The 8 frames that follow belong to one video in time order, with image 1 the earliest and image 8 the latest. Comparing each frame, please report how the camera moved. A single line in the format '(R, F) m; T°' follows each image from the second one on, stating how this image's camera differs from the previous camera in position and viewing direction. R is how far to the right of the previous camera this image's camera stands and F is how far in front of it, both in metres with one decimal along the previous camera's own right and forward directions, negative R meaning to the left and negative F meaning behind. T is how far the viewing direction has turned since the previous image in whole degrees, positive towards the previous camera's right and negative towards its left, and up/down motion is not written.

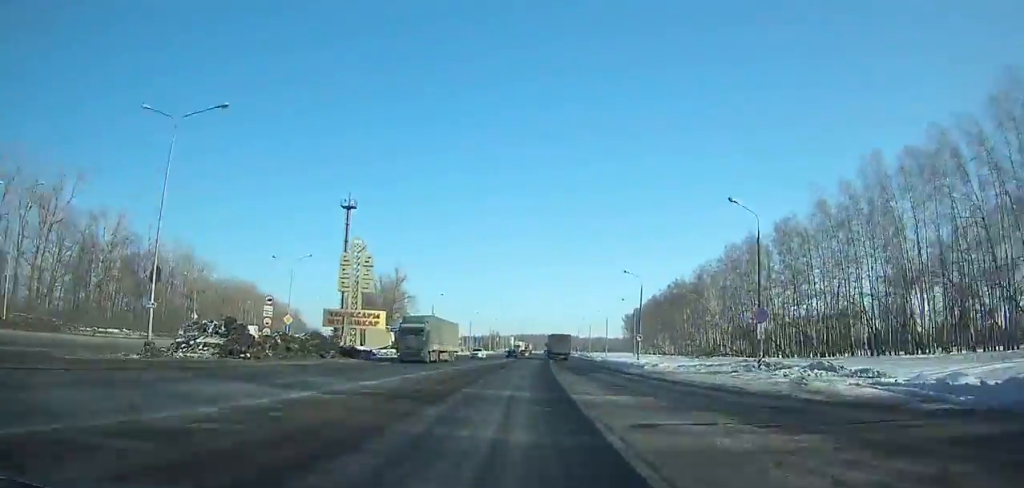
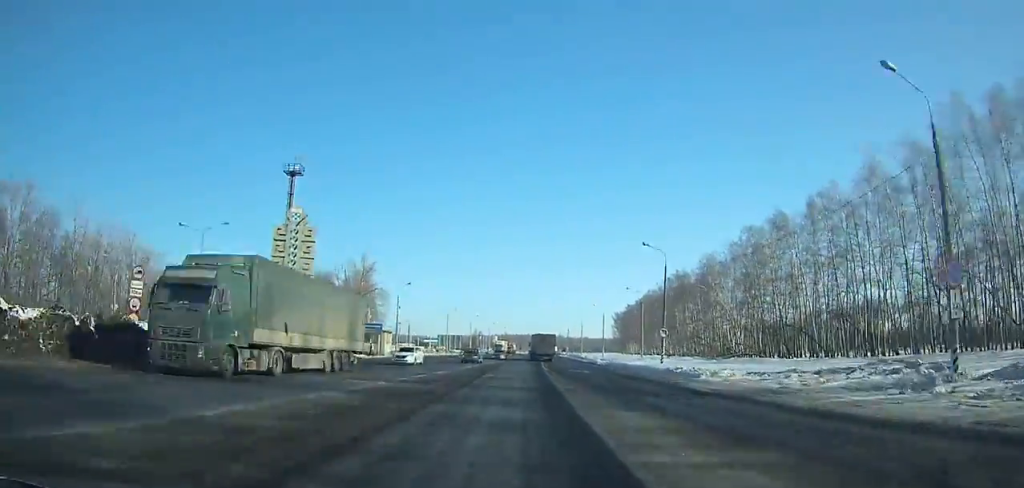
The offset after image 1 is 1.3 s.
(+0.4, +19.2) m; +1°
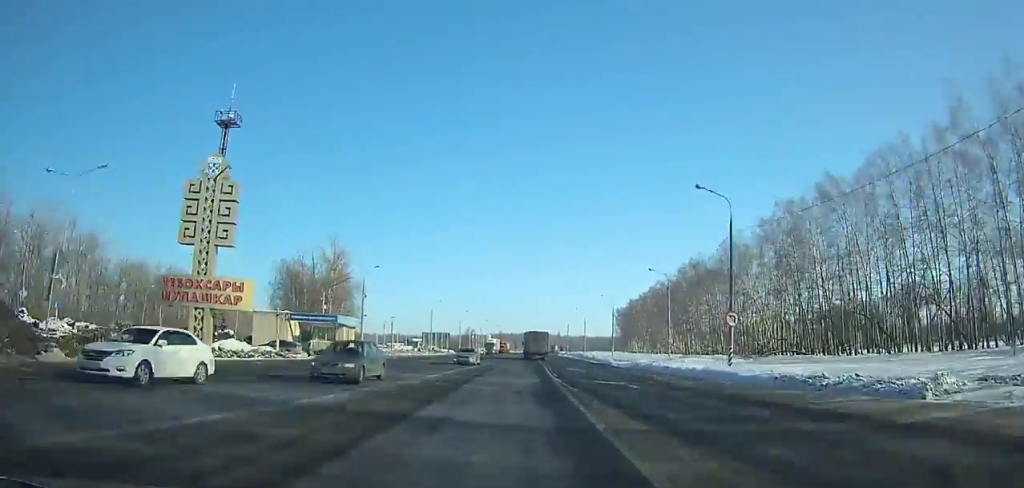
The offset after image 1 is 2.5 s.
(+0.1, +17.9) m; +1°
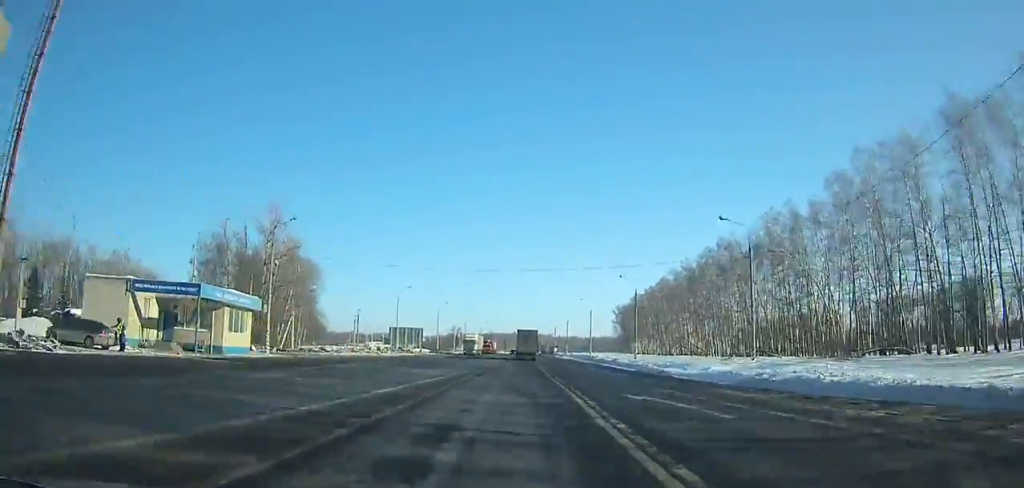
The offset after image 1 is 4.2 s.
(+0.3, +26.0) m; +1°
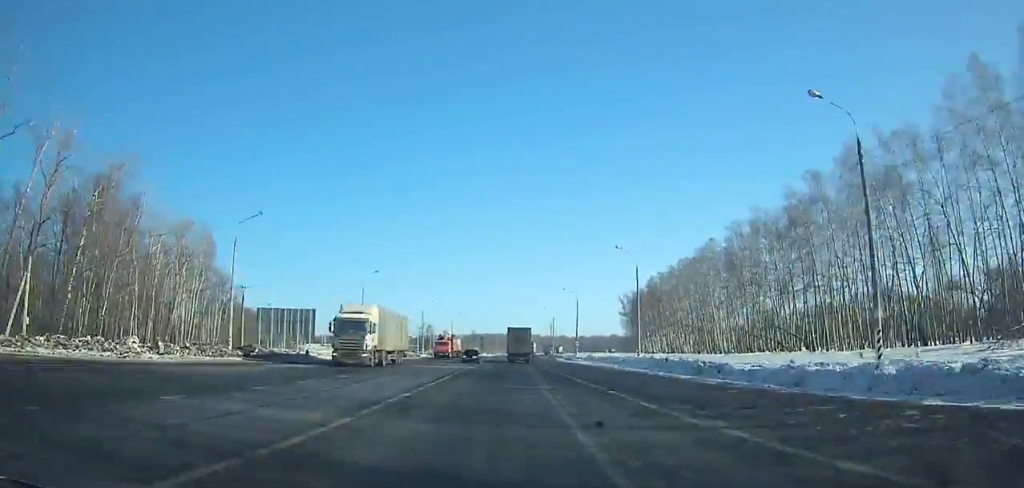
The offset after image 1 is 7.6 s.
(+0.4, +53.3) m; 0°
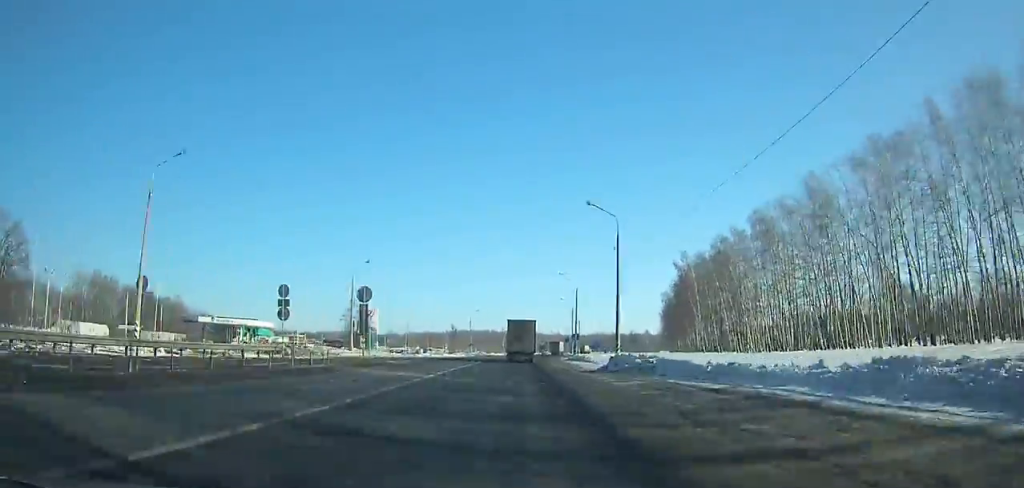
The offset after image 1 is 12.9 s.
(+0.4, +85.8) m; +1°
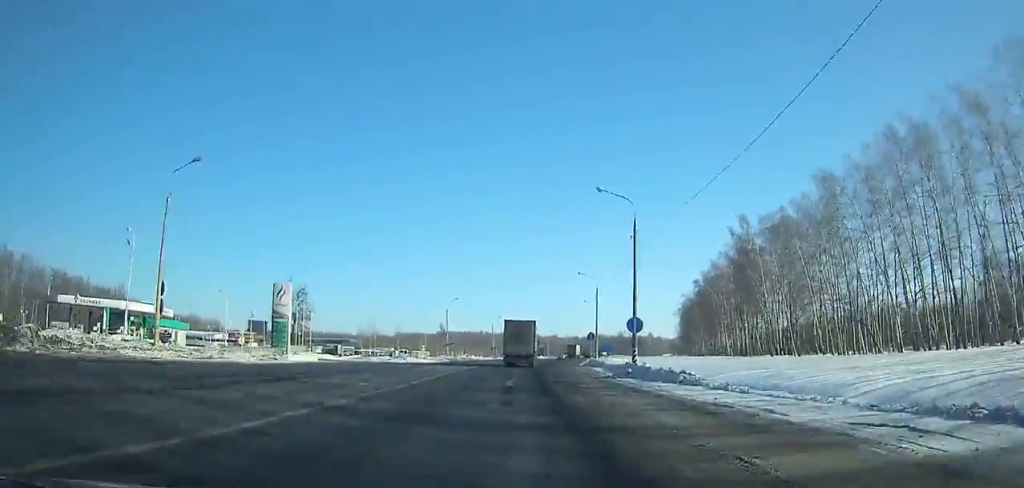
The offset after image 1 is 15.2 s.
(+0.4, +37.5) m; +2°
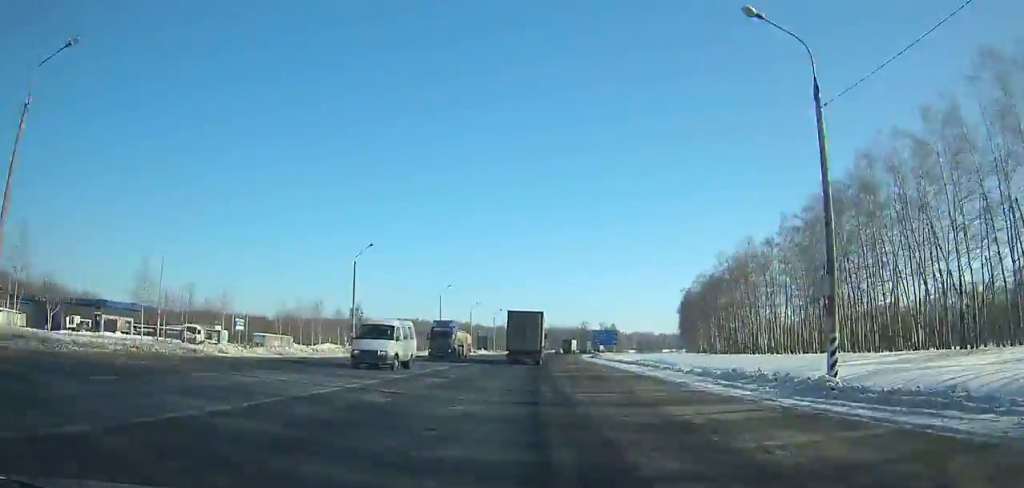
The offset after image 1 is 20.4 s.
(+3.6, +84.4) m; +6°
